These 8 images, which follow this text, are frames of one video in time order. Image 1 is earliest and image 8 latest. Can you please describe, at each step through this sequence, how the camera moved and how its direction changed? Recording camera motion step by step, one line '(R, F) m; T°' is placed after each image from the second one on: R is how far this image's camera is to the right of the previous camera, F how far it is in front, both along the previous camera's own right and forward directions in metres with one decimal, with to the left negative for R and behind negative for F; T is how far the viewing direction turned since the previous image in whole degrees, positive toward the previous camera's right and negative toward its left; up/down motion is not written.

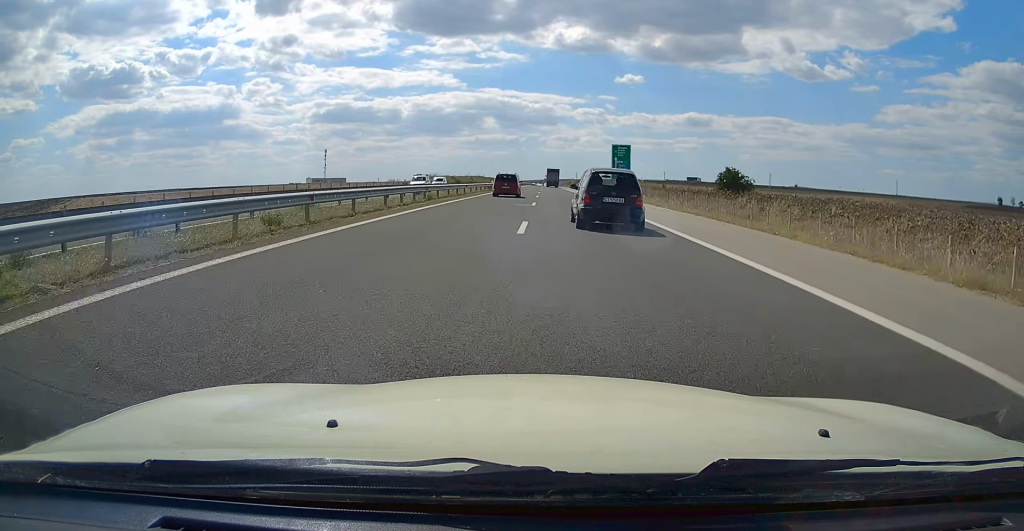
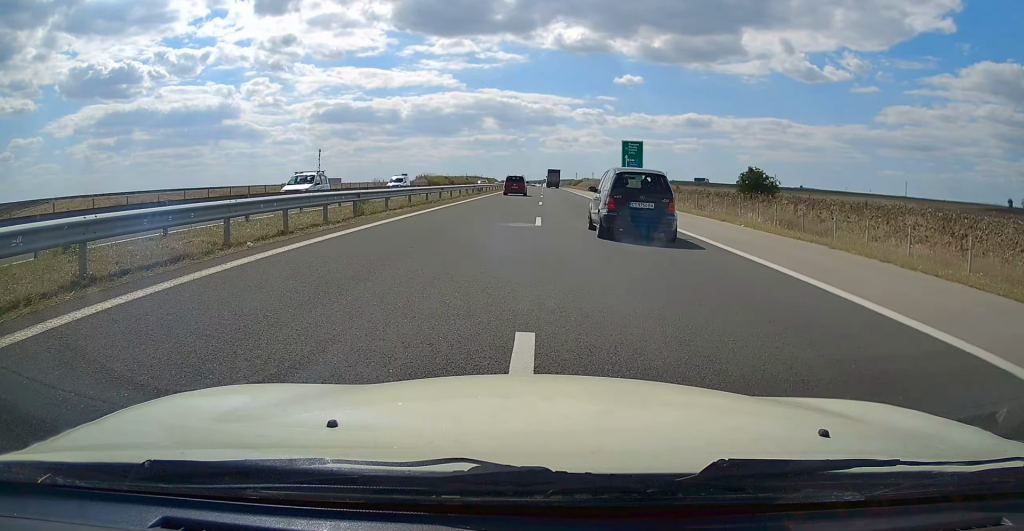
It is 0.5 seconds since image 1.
(-0.2, +12.8) m; -1°
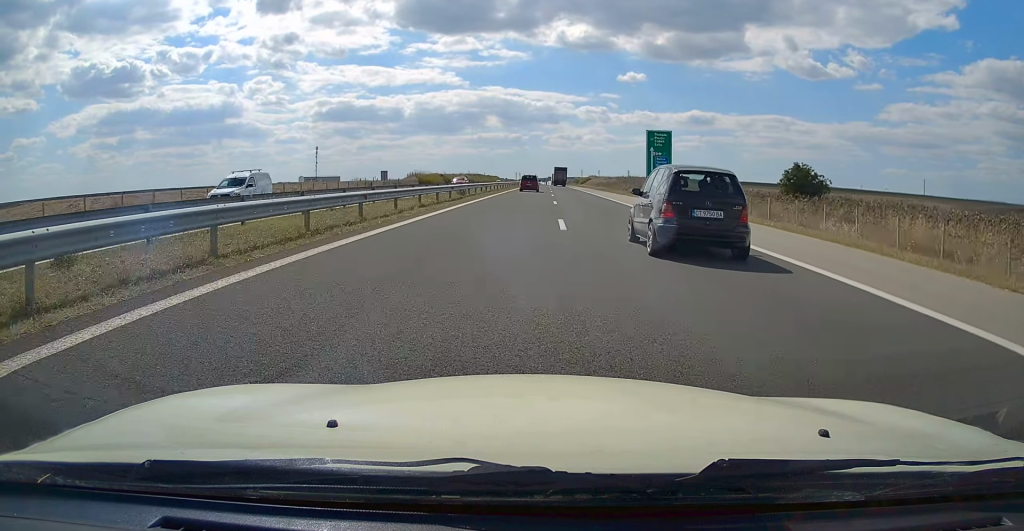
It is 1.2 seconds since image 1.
(-0.1, +17.1) m; -1°
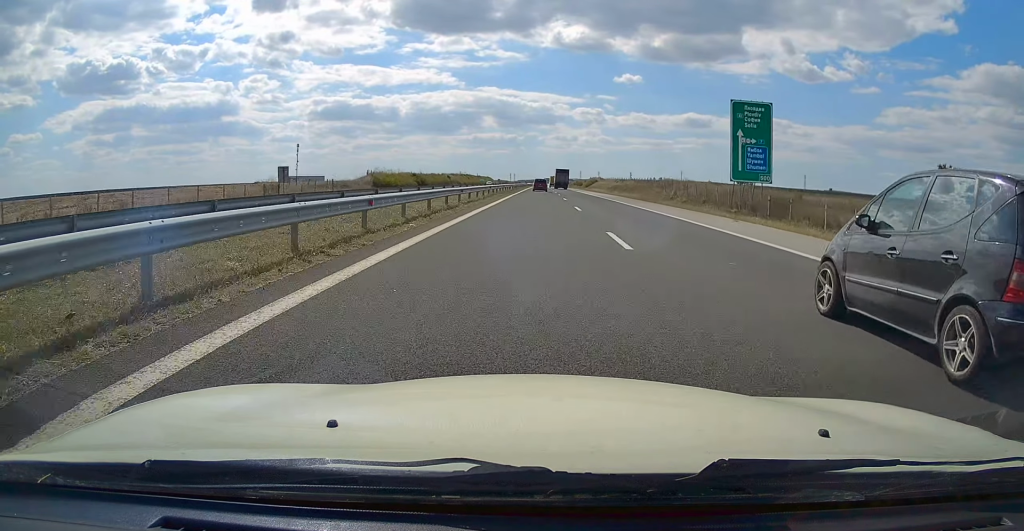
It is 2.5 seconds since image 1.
(-0.2, +34.8) m; 0°
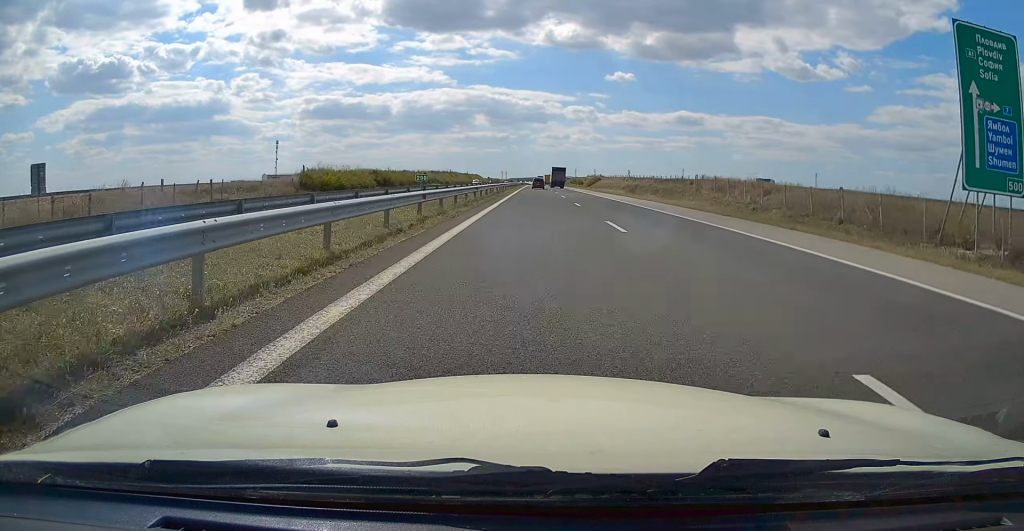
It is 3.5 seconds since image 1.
(+0.1, +27.3) m; 0°
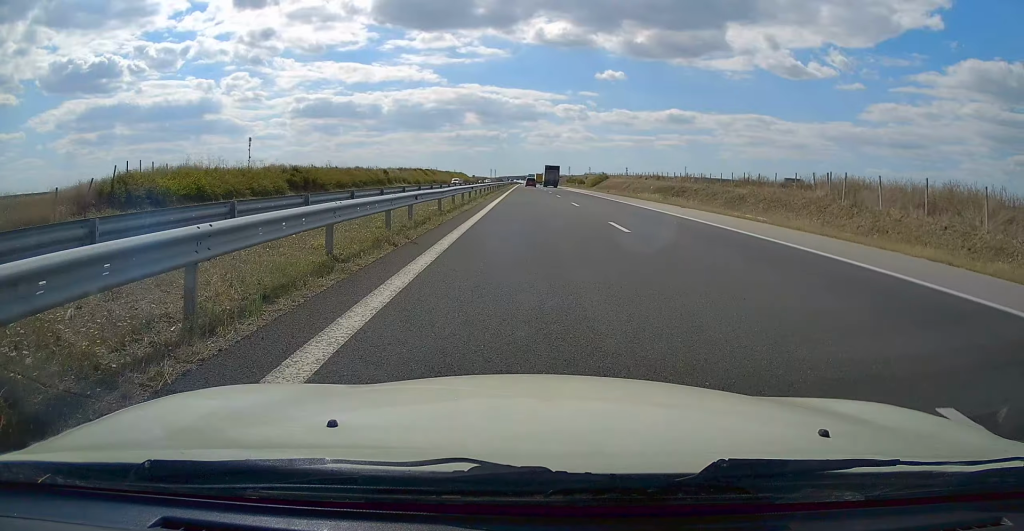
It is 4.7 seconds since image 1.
(+0.1, +32.1) m; +1°
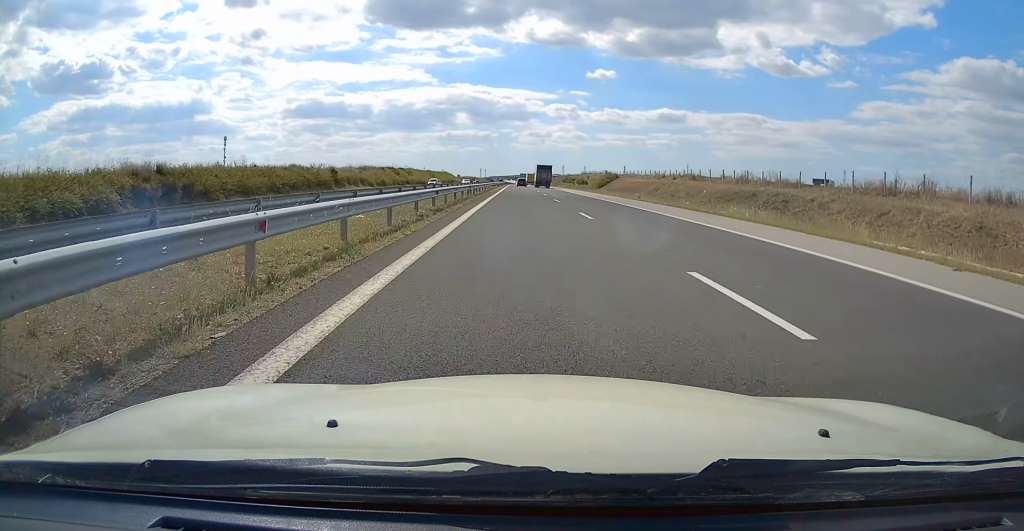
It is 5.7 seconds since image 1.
(+0.2, +26.0) m; +1°
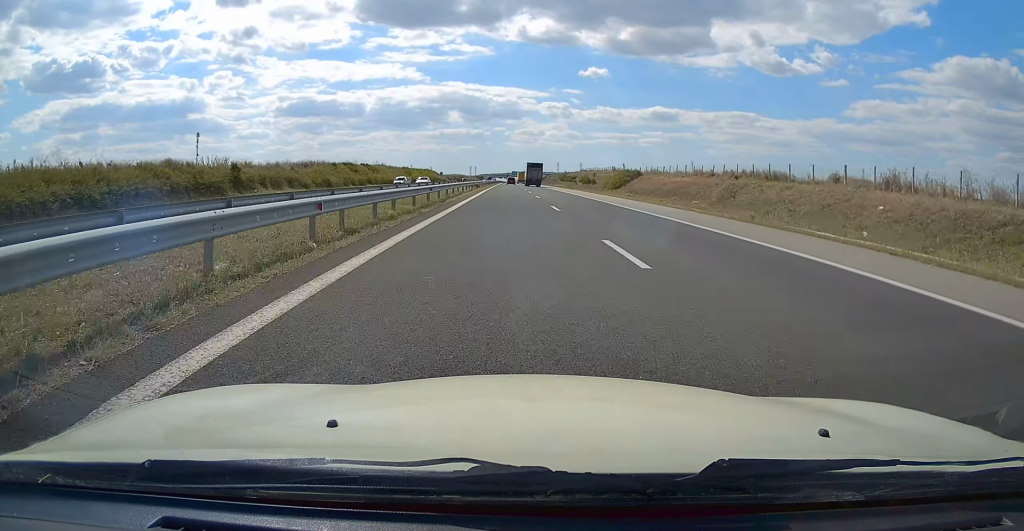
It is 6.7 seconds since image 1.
(+0.3, +27.9) m; +1°
